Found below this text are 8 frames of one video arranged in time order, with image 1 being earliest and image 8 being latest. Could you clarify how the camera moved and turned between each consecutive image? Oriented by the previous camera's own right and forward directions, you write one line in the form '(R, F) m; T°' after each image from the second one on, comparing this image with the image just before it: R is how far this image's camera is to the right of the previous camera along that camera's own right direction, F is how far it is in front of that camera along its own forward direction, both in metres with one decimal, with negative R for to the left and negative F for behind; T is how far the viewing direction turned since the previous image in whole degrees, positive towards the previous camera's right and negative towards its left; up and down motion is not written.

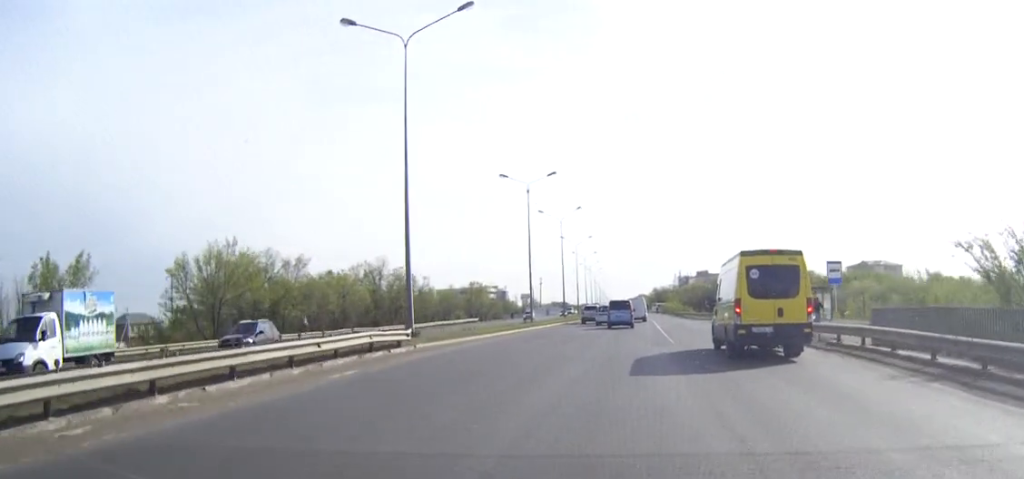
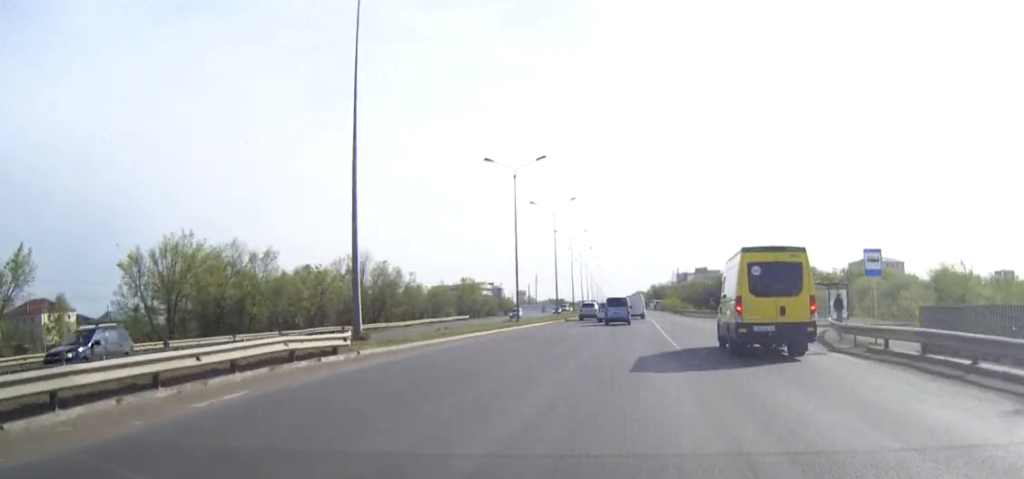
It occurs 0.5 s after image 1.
(0.0, +5.8) m; 0°
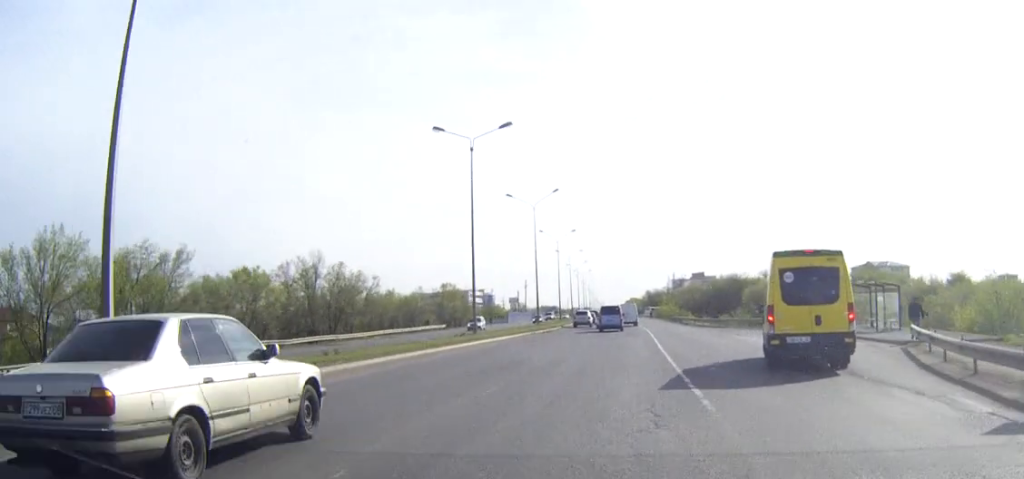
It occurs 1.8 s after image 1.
(+0.1, +13.1) m; 0°
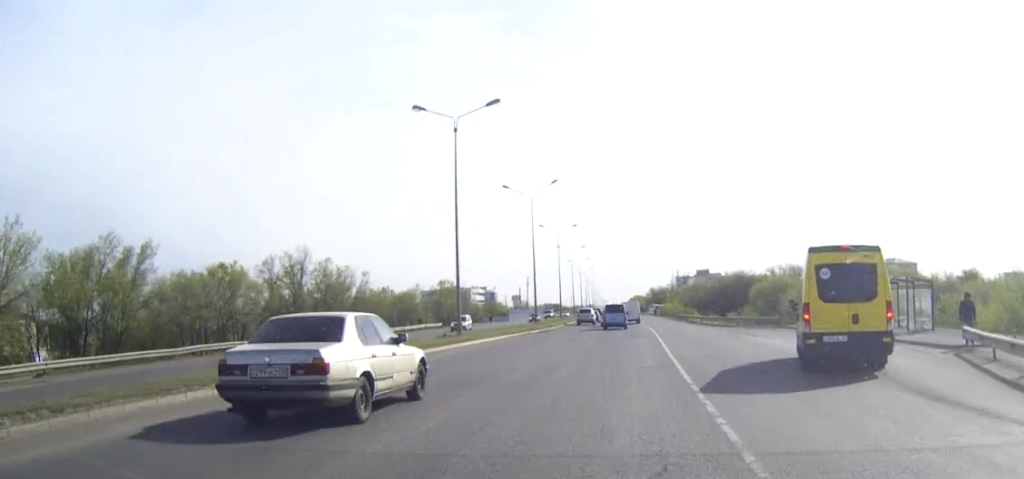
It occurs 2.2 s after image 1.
(0.0, +4.8) m; 0°
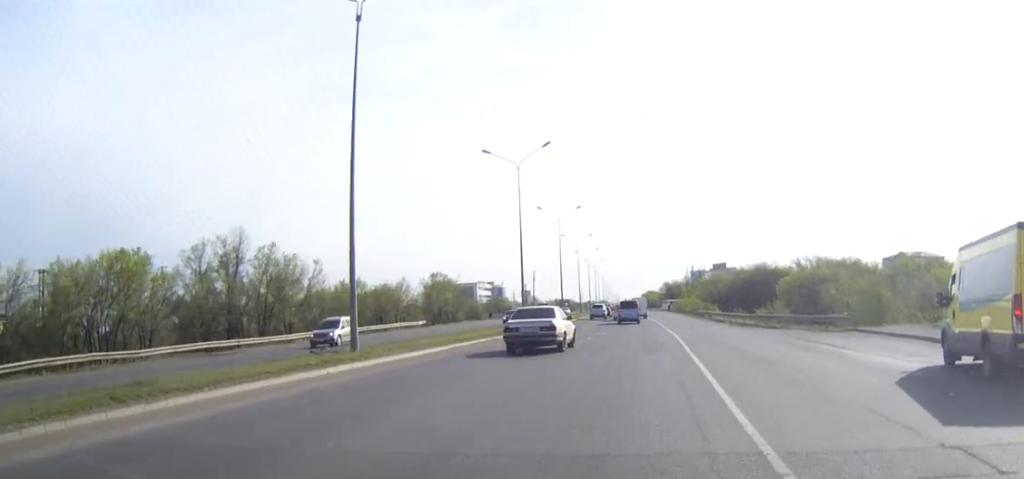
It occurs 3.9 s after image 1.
(-0.1, +16.4) m; -1°
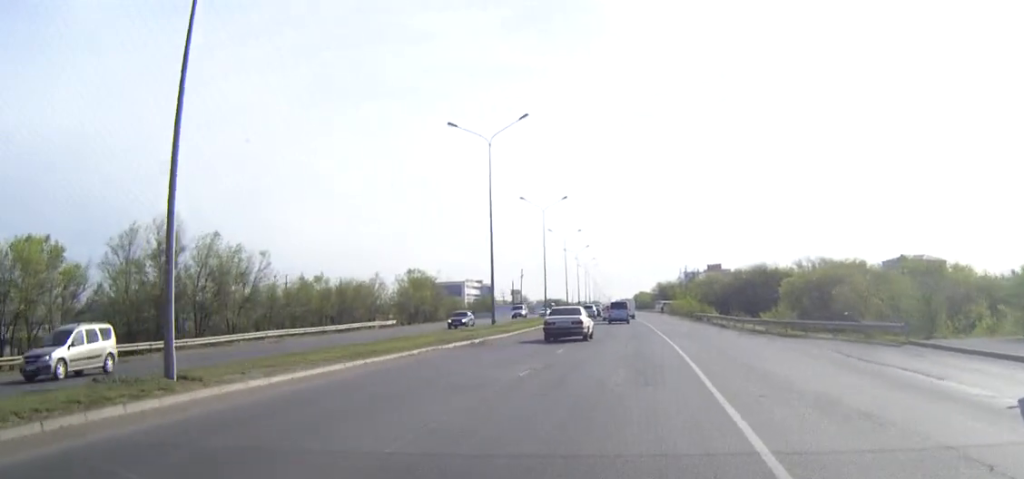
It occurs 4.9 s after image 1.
(0.0, +9.6) m; 0°
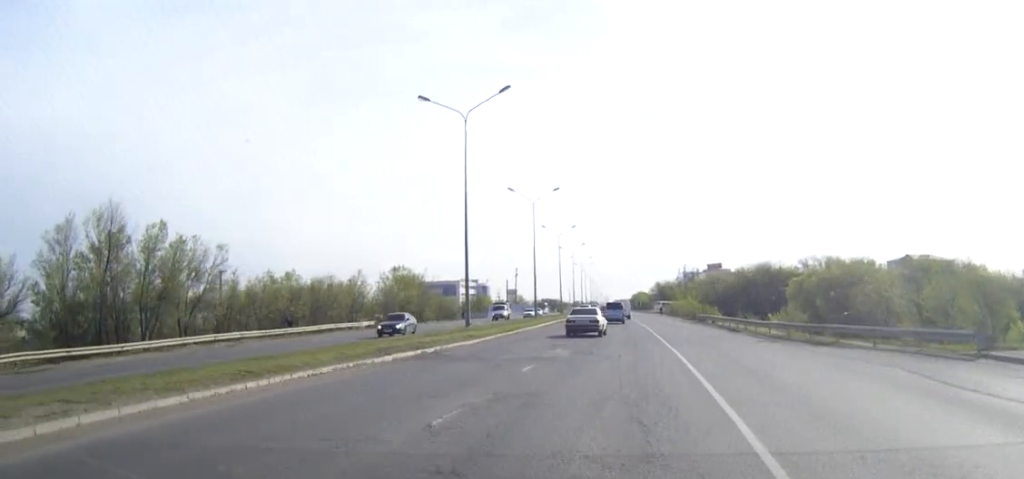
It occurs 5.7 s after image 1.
(0.0, +7.3) m; 0°
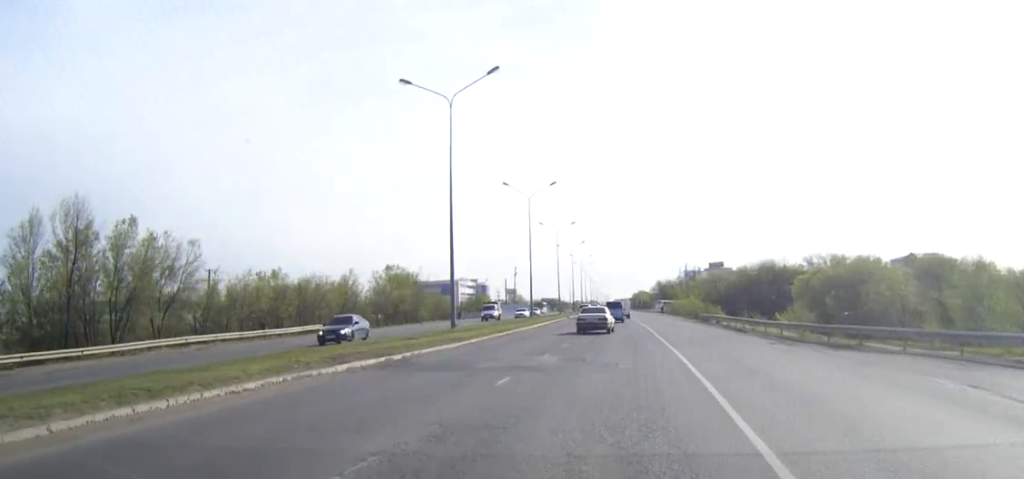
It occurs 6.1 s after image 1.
(0.0, +3.8) m; 0°
